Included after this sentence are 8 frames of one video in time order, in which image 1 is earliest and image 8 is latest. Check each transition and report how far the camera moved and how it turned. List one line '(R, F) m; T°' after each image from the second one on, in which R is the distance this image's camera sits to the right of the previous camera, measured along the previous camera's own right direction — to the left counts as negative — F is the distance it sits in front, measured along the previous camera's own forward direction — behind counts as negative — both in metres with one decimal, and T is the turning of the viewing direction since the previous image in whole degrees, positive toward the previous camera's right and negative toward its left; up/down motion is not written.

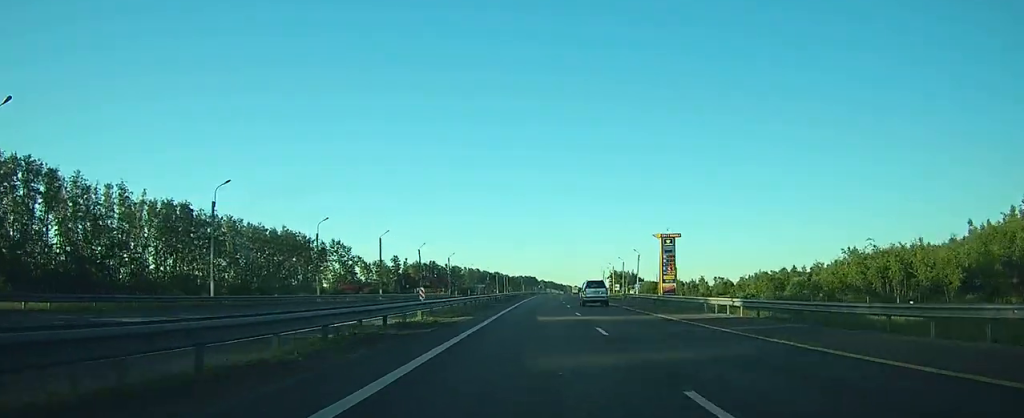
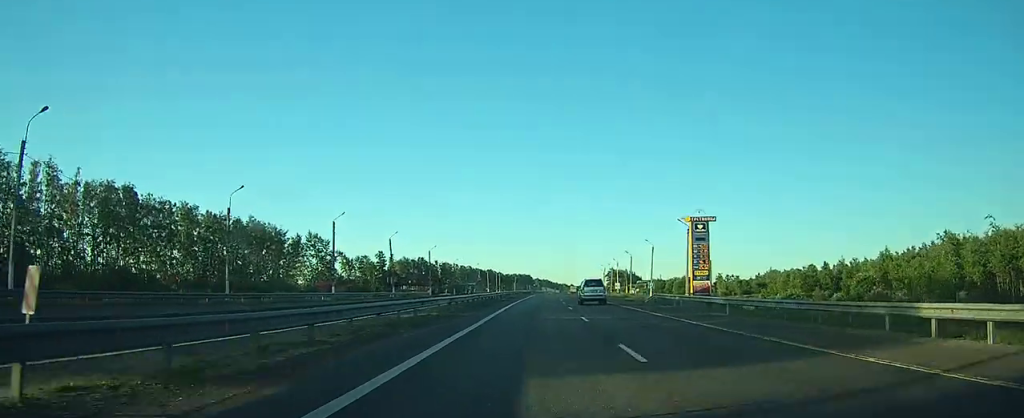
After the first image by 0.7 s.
(+0.1, +18.3) m; 0°
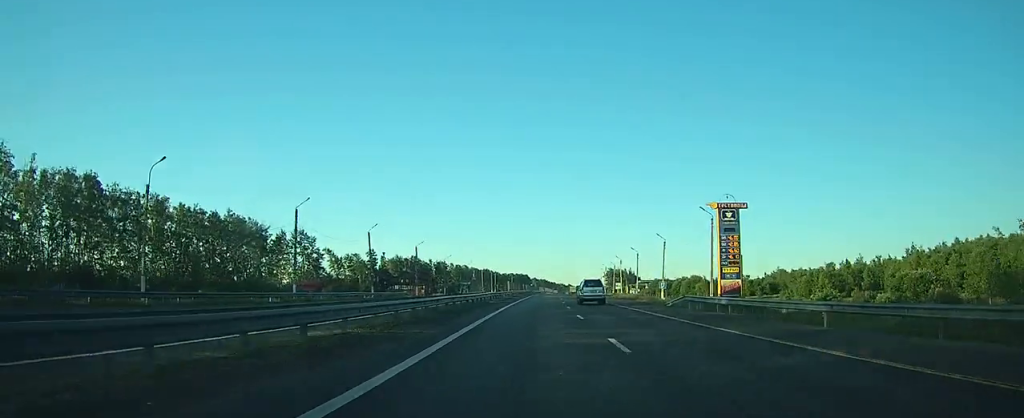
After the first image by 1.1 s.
(0.0, +10.4) m; 0°
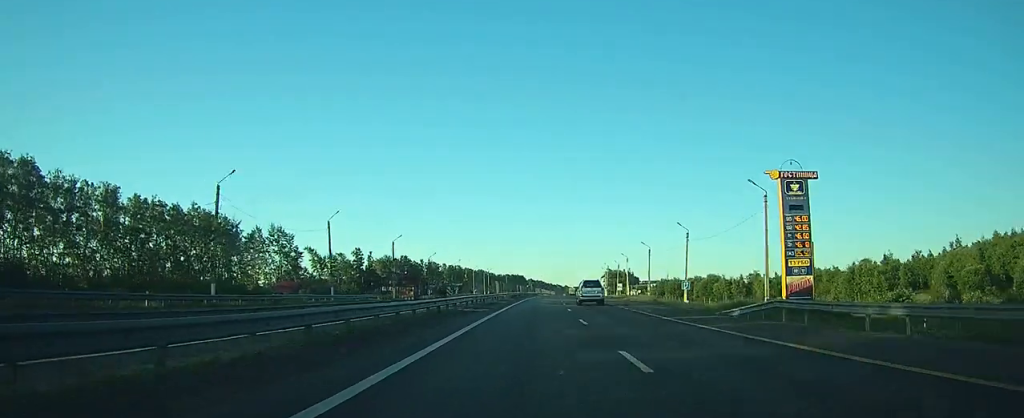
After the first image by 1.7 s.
(+0.1, +14.8) m; 0°
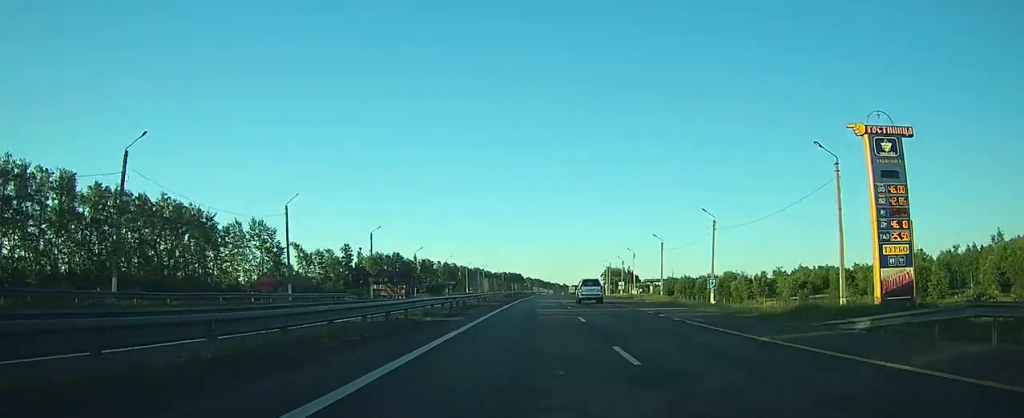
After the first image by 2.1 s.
(0.0, +11.3) m; 0°
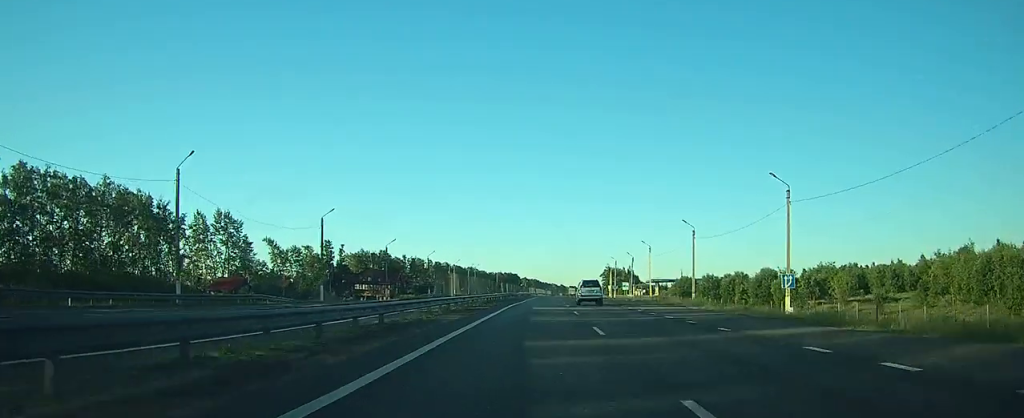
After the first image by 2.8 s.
(+0.1, +18.2) m; 0°
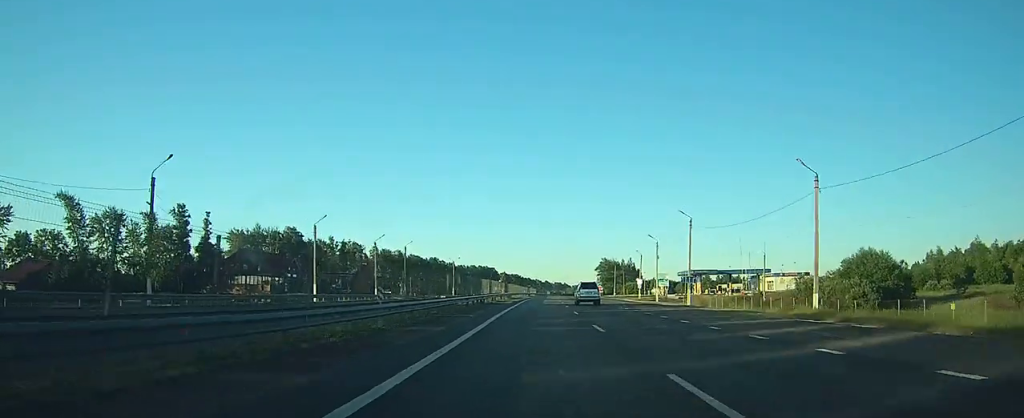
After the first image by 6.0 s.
(+1.4, +82.7) m; +2°
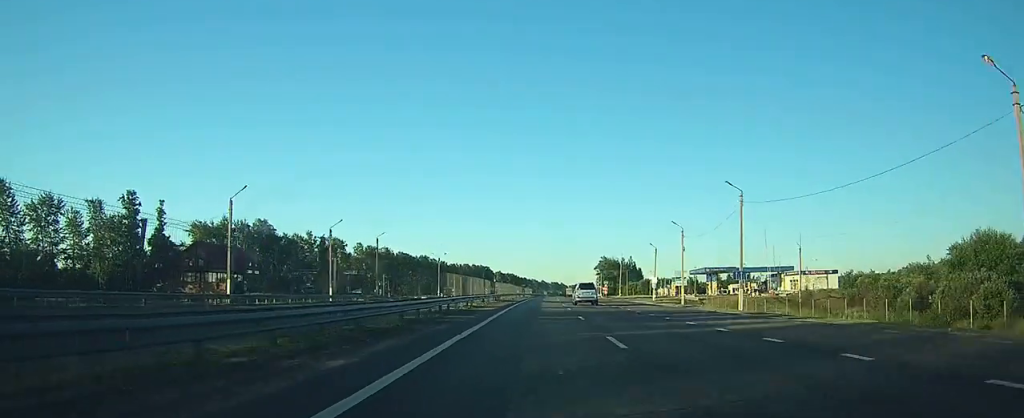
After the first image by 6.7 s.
(+0.1, +17.1) m; 0°
